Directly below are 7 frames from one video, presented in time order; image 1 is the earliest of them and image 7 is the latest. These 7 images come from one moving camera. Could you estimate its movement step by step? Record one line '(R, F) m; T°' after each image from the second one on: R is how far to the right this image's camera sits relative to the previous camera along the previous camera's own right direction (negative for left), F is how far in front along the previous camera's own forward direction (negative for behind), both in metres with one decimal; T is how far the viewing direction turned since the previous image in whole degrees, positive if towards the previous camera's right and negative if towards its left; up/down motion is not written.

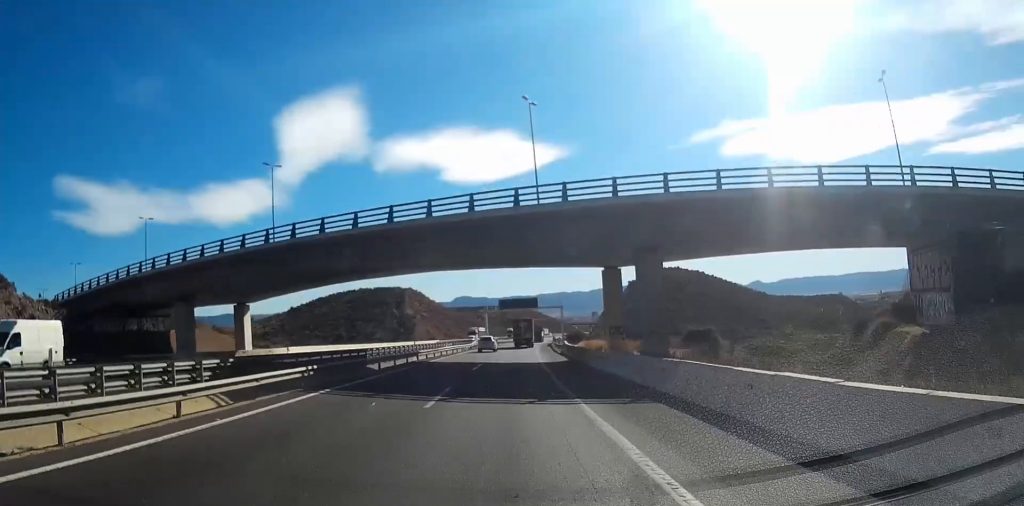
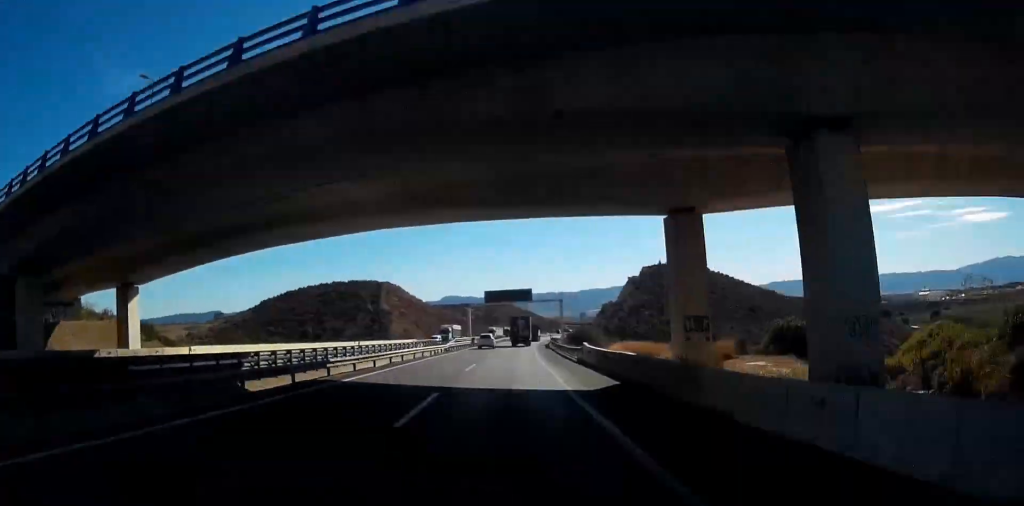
(0.0, +20.4) m; +1°
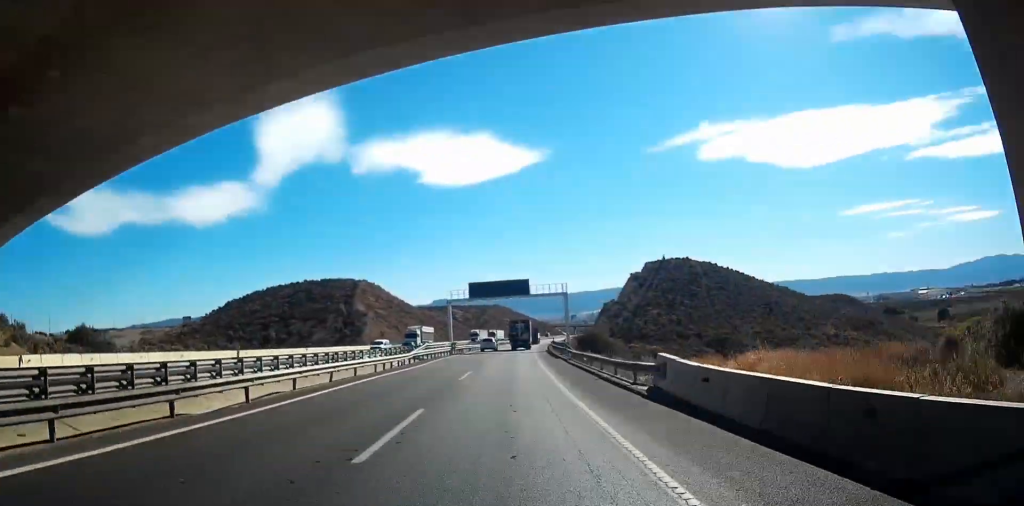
(+0.2, +19.5) m; +1°
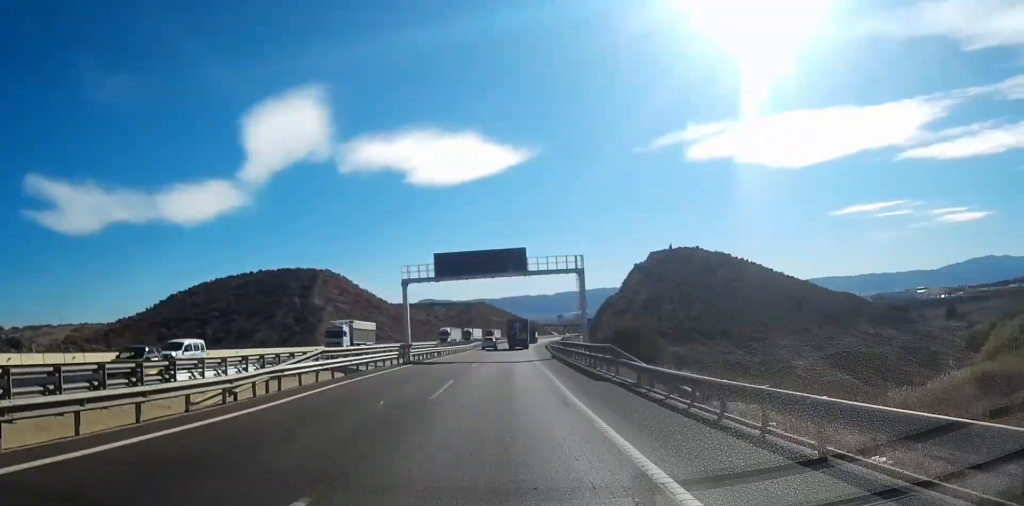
(+0.3, +25.0) m; +1°
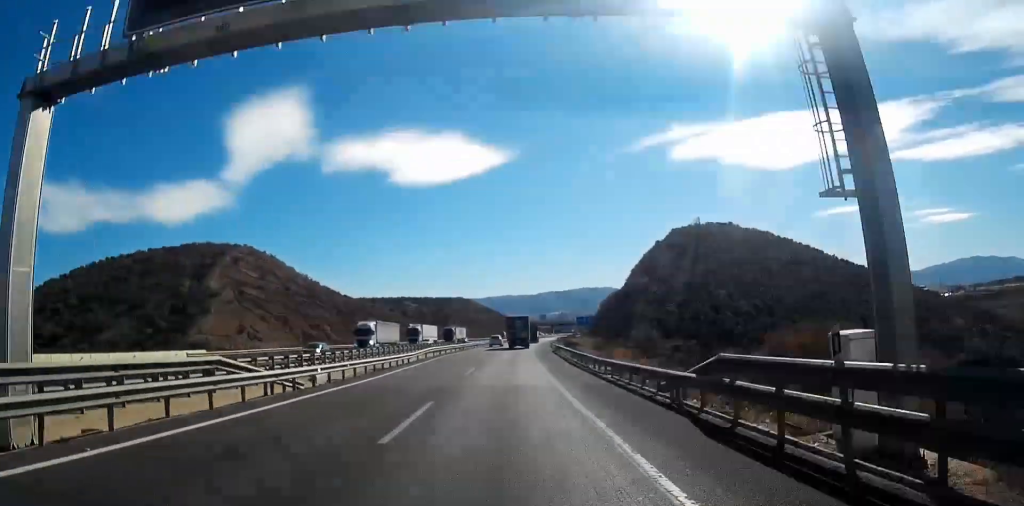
(+0.7, +40.7) m; +2°
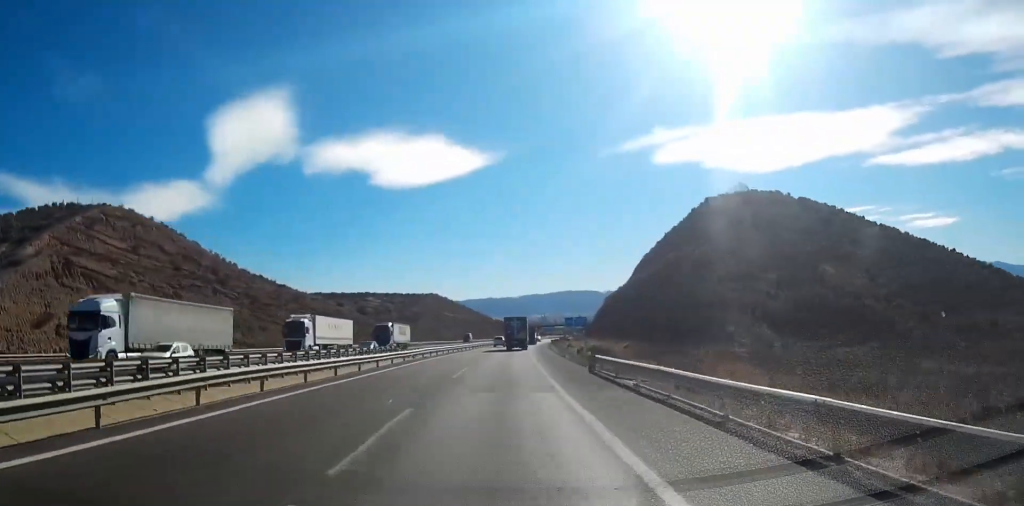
(+0.6, +36.0) m; +1°
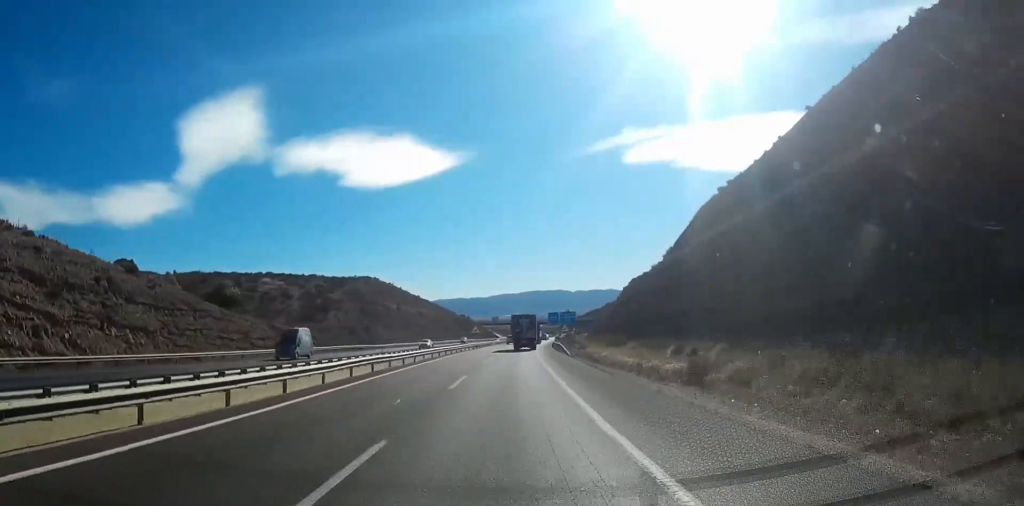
(+1.6, +71.1) m; +3°
